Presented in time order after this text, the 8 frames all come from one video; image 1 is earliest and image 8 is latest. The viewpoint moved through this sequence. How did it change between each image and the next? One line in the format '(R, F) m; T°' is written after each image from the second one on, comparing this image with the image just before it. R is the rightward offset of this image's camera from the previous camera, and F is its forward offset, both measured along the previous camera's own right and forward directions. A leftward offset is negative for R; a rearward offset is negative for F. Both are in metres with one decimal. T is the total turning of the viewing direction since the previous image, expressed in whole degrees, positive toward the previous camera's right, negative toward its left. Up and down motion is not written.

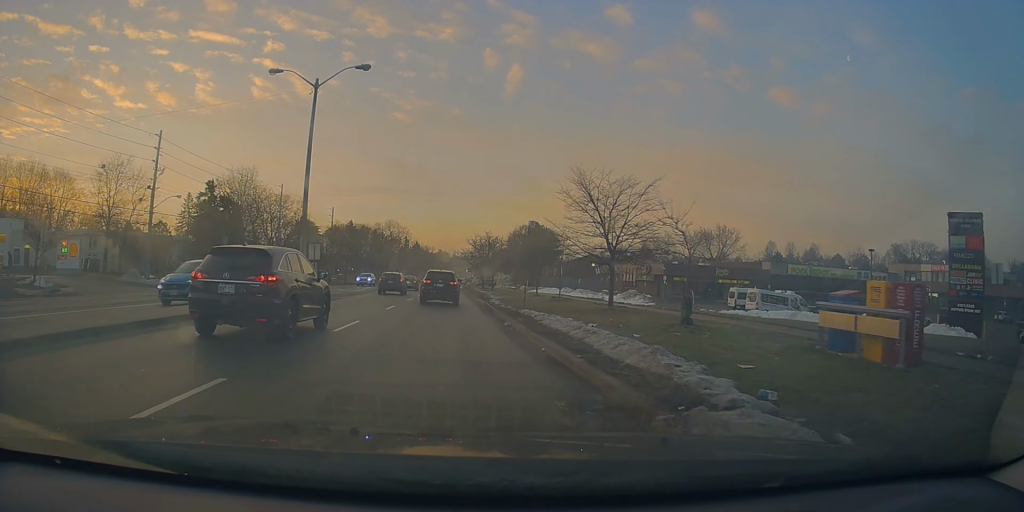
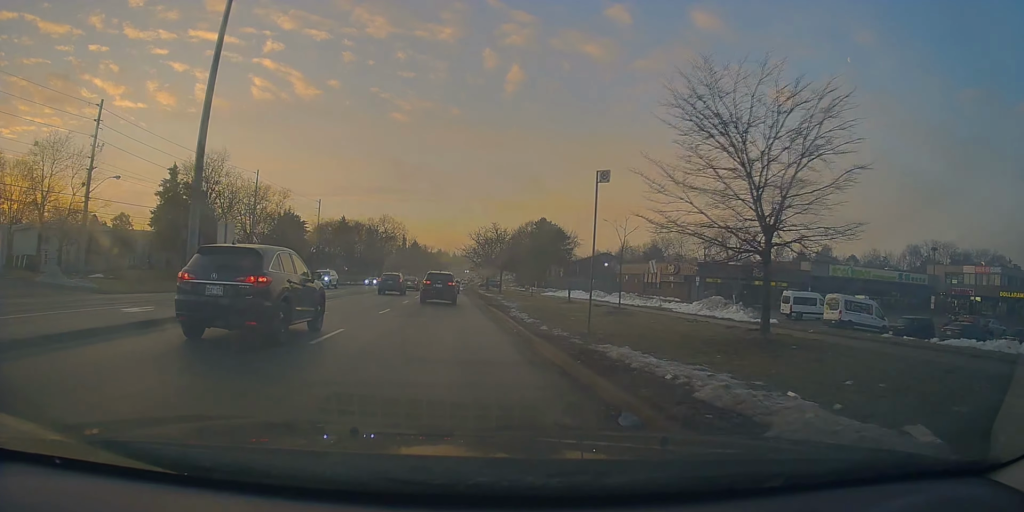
(0.0, +11.4) m; 0°
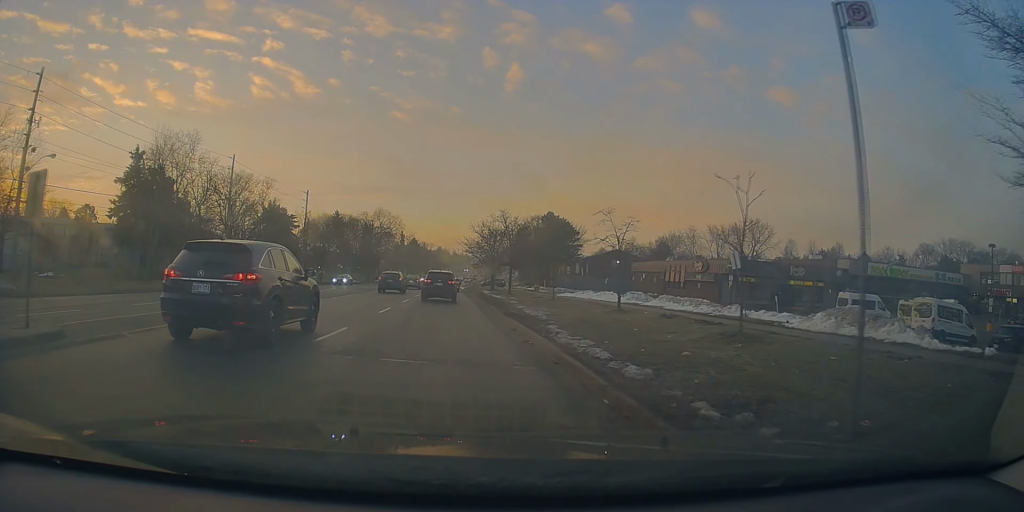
(-0.1, +8.9) m; +1°
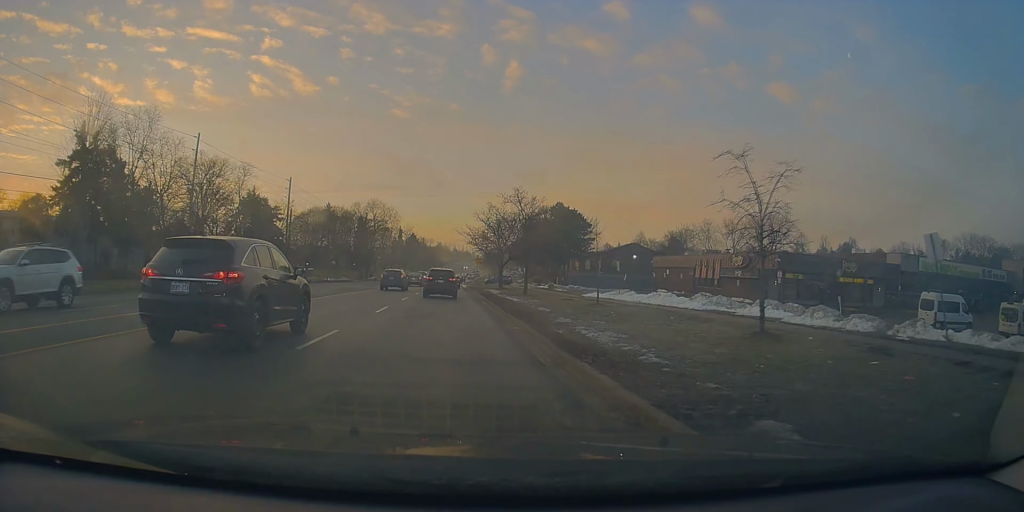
(+0.1, +10.1) m; 0°
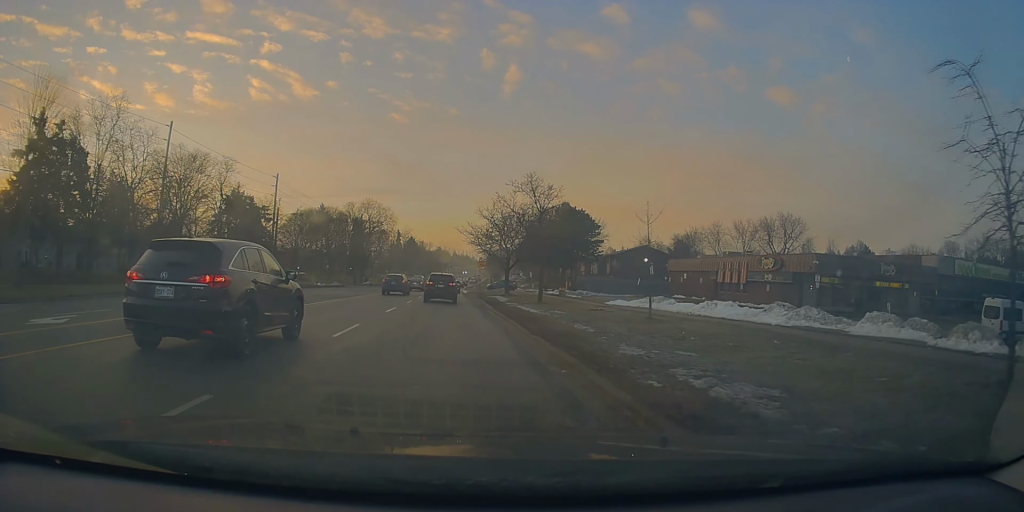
(+0.2, +6.3) m; 0°
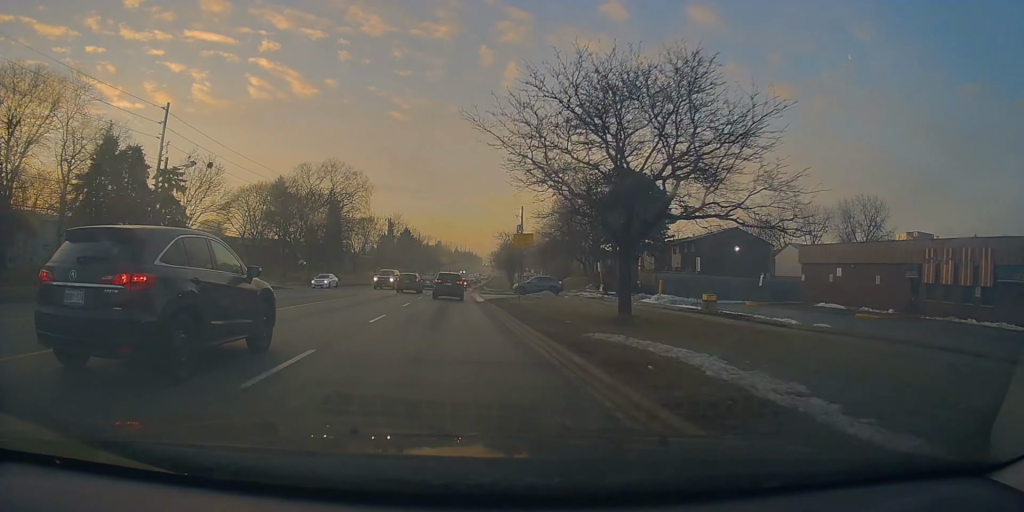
(-0.7, +32.5) m; +1°
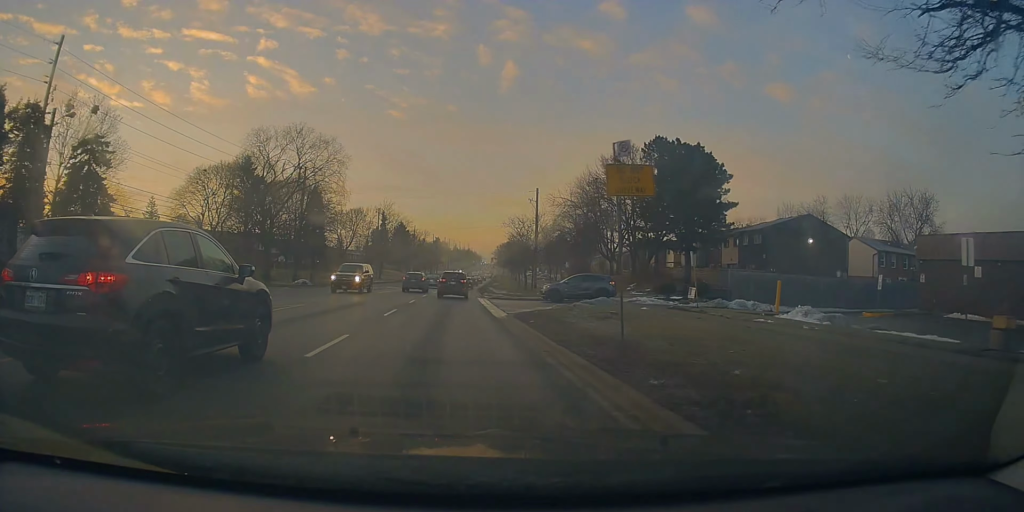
(+0.3, +15.9) m; -1°
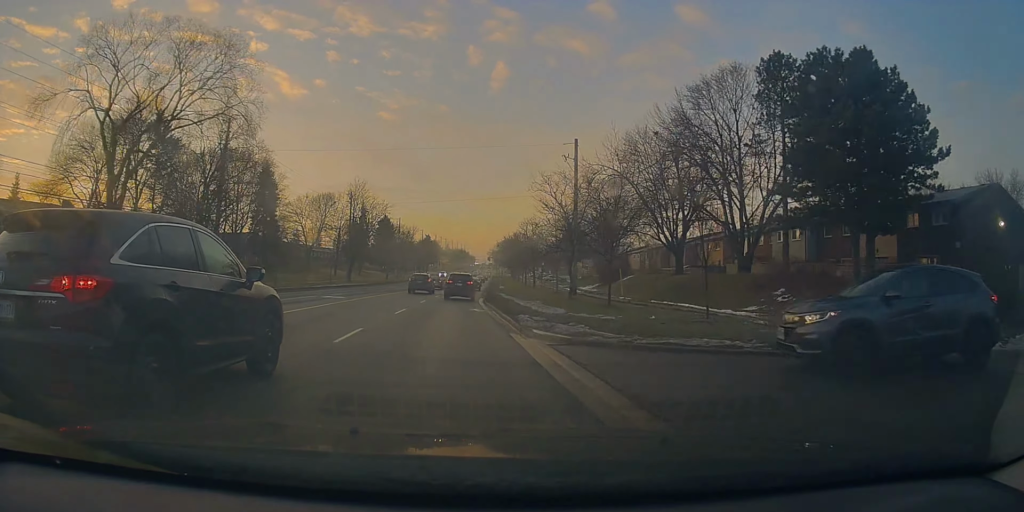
(-0.1, +25.0) m; +1°
